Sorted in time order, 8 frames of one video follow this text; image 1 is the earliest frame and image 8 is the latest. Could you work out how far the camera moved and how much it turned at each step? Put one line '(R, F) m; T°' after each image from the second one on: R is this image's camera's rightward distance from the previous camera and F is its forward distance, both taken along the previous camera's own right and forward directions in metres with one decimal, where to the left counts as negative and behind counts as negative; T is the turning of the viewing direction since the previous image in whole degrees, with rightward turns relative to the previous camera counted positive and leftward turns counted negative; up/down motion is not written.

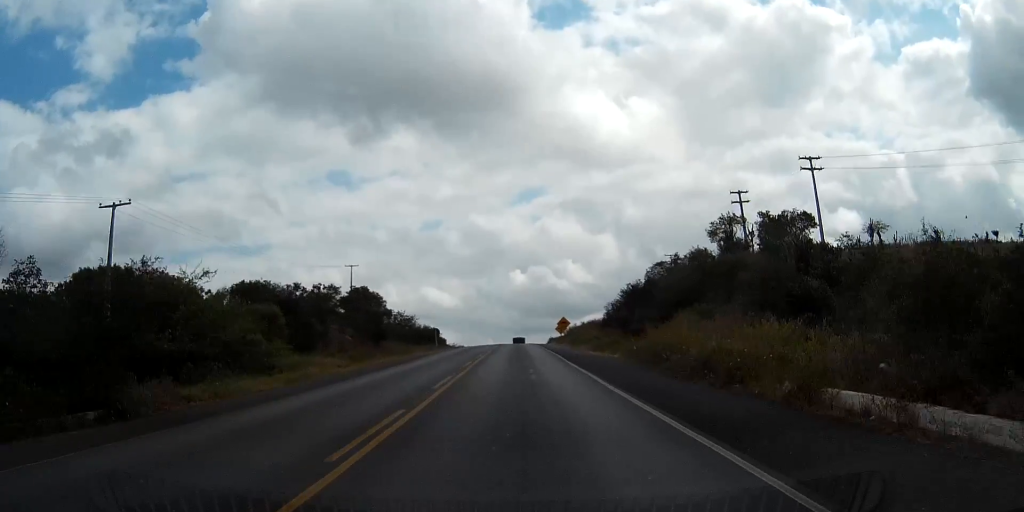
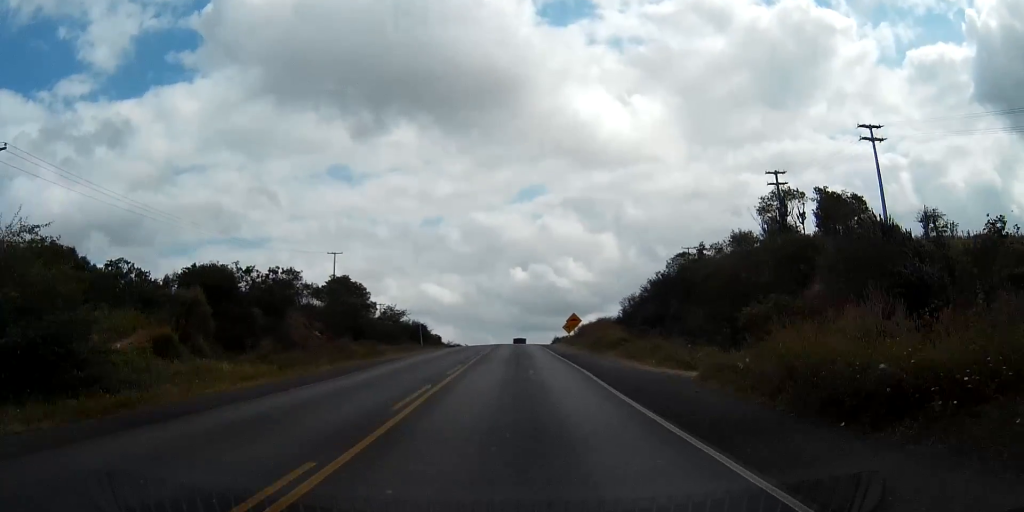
(0.0, +12.9) m; 0°
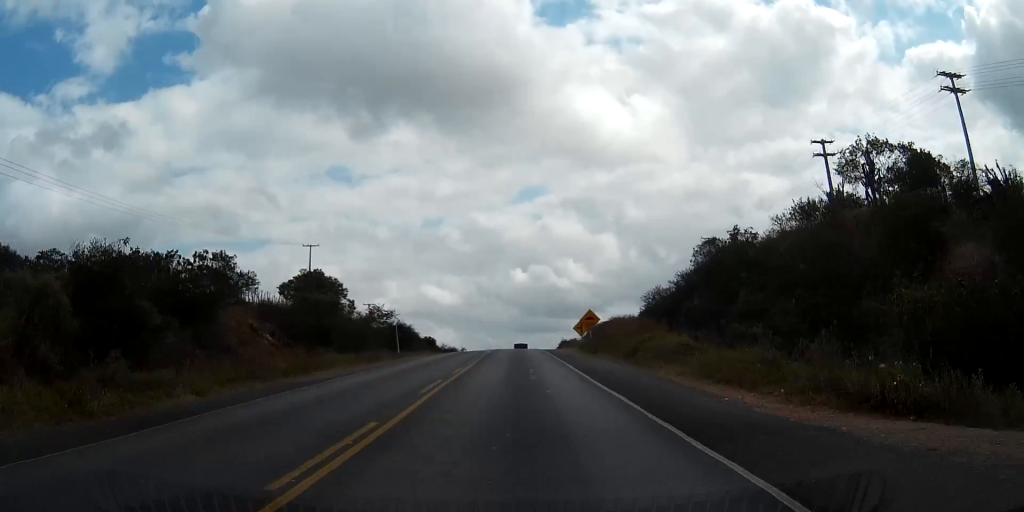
(0.0, +13.7) m; 0°
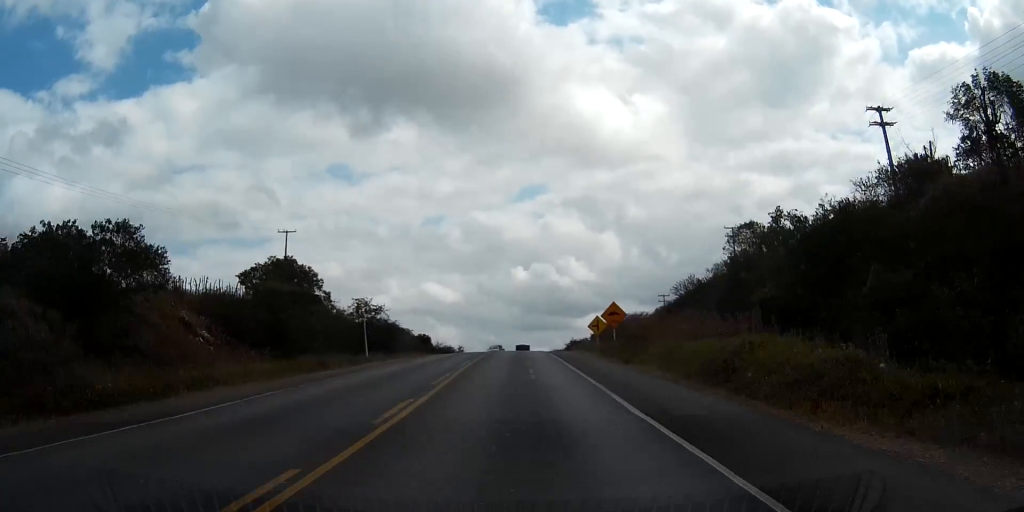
(0.0, +11.7) m; 0°
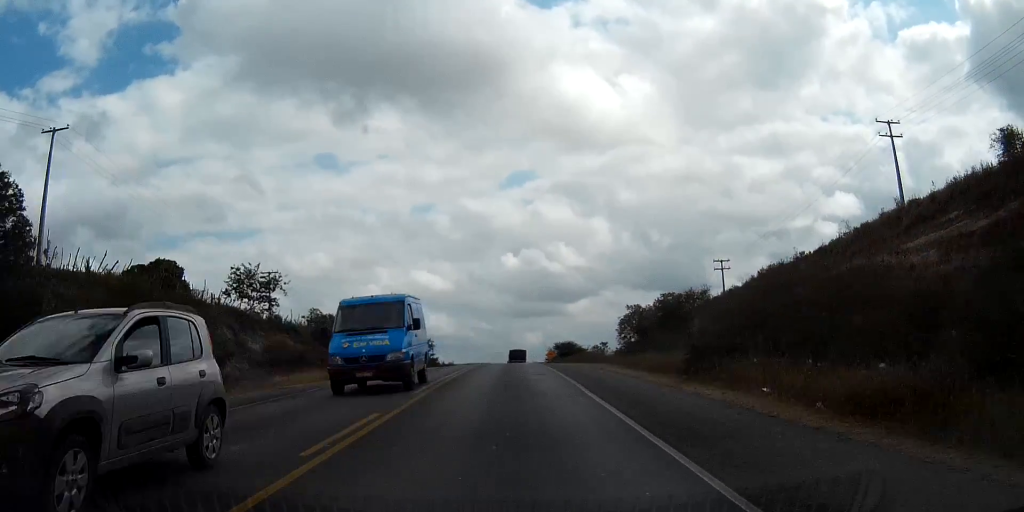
(0.0, +48.8) m; 0°
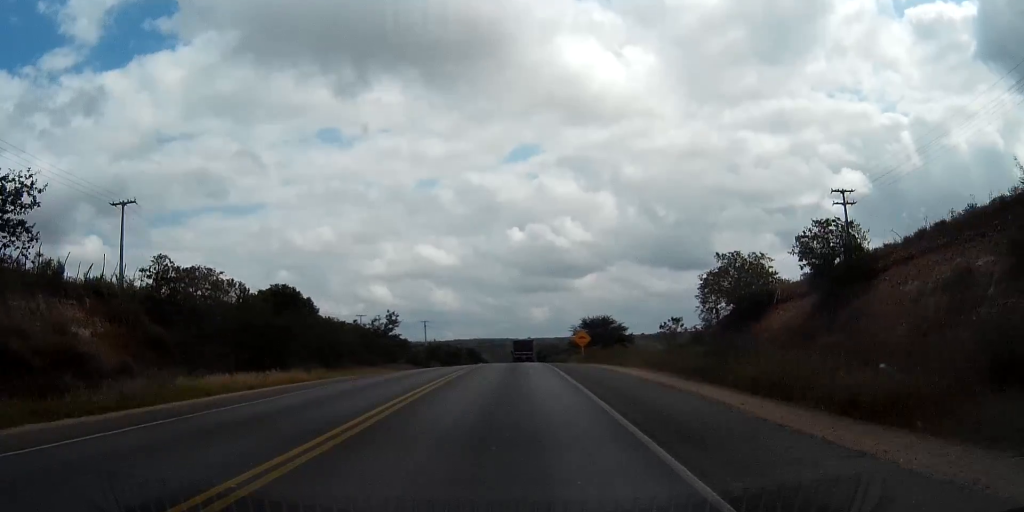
(-0.2, +40.0) m; 0°
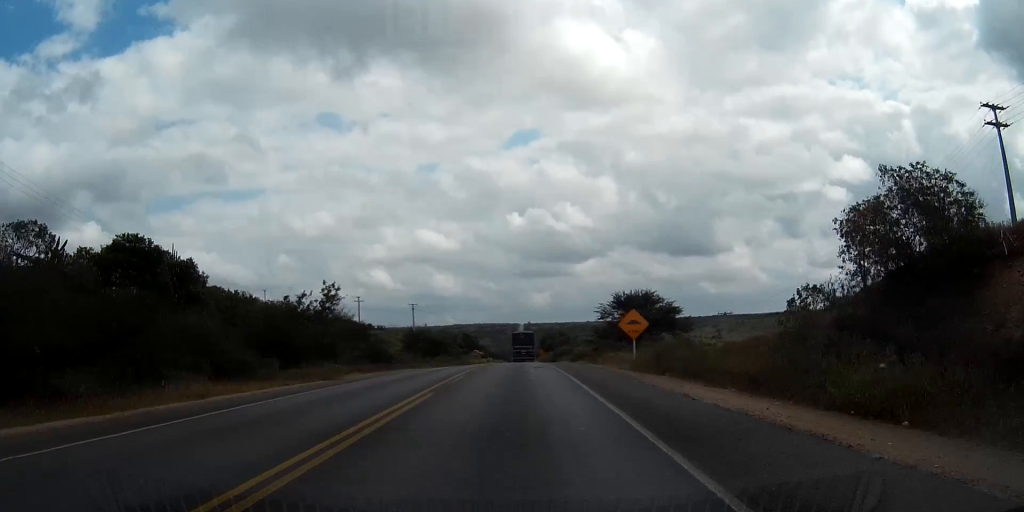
(0.0, +26.0) m; -1°
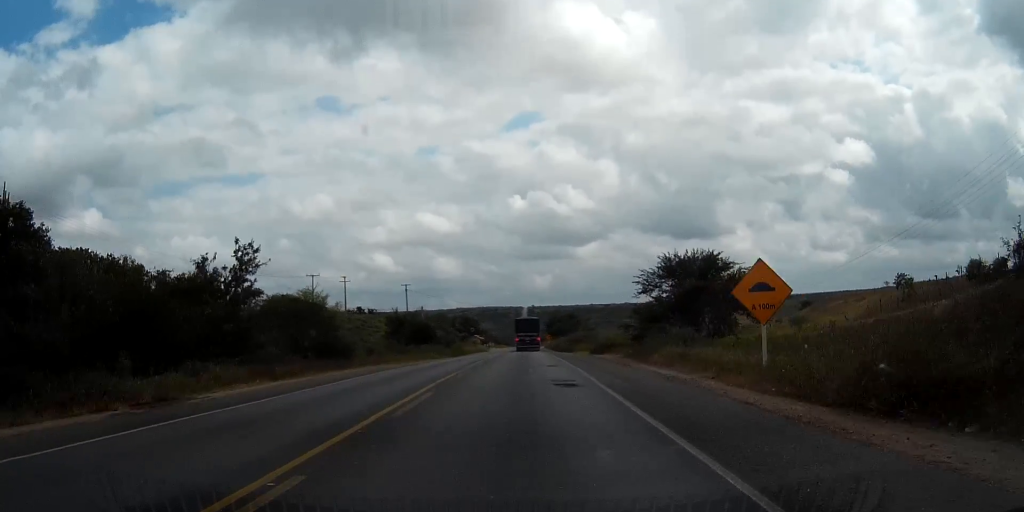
(-0.2, +17.1) m; 0°
